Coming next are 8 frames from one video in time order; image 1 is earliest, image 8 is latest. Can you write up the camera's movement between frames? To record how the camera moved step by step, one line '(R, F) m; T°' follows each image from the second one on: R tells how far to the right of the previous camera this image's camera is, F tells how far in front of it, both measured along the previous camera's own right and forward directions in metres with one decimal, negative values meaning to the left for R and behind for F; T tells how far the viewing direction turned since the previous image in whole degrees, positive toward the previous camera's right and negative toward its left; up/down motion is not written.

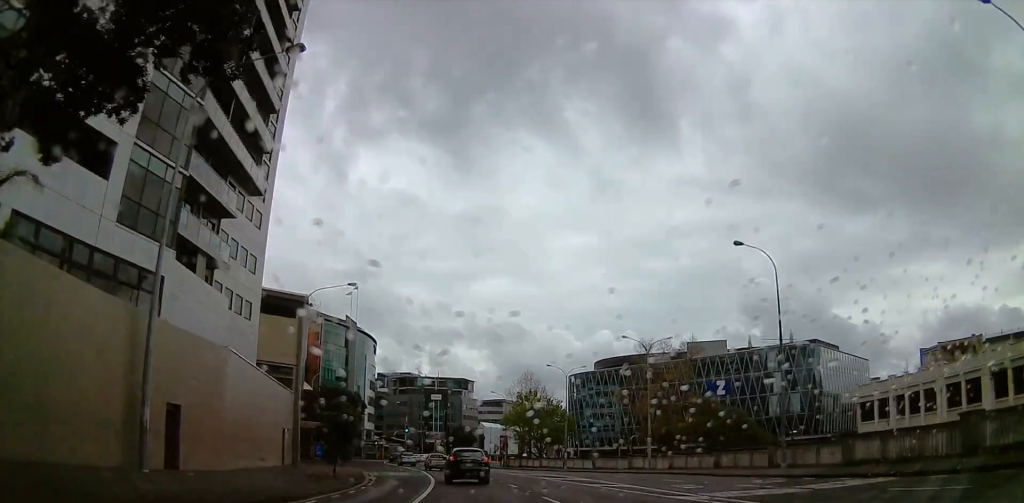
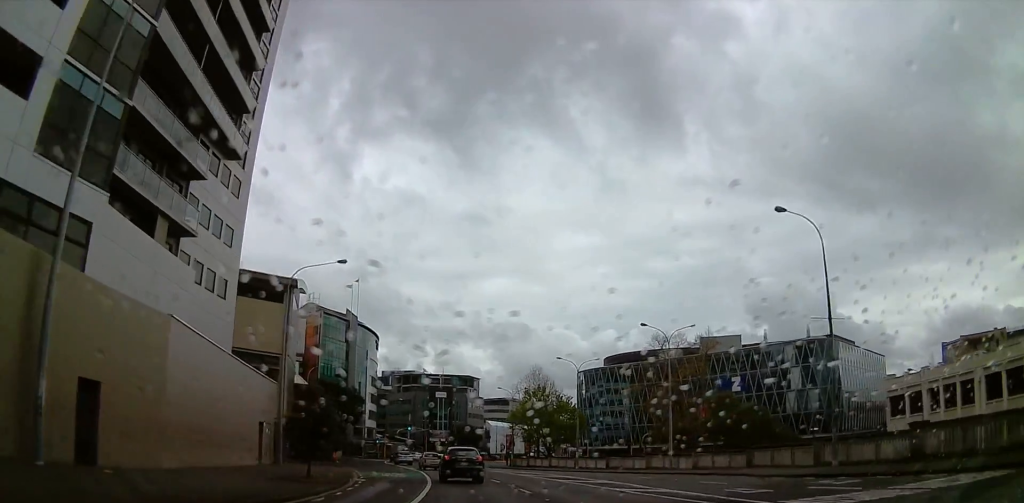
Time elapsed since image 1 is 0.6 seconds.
(+0.2, +5.0) m; -1°
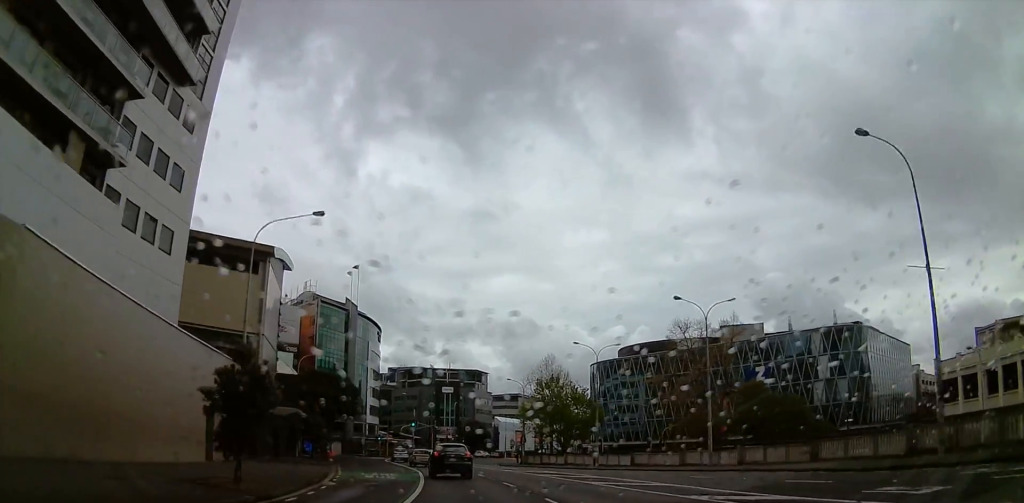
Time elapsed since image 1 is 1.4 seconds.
(-0.2, +6.9) m; -3°
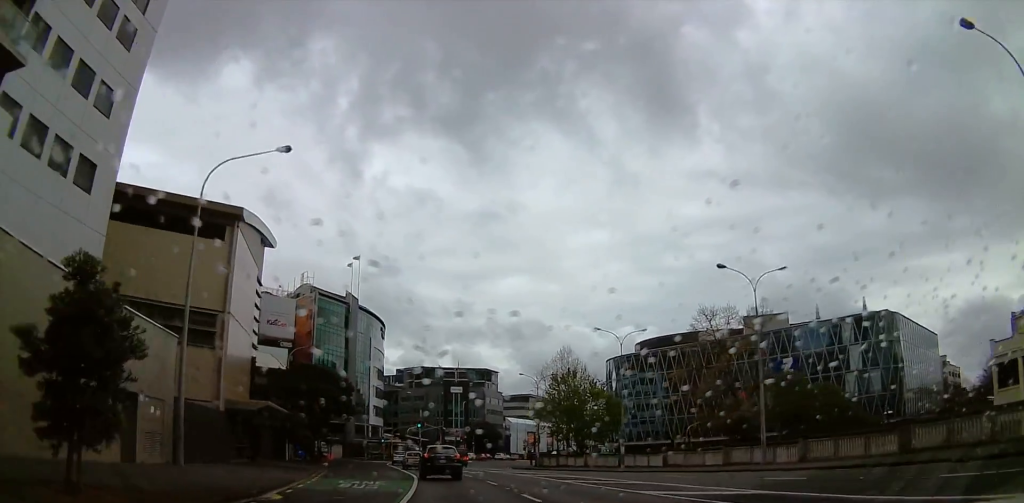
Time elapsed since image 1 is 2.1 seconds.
(-0.2, +6.7) m; -3°
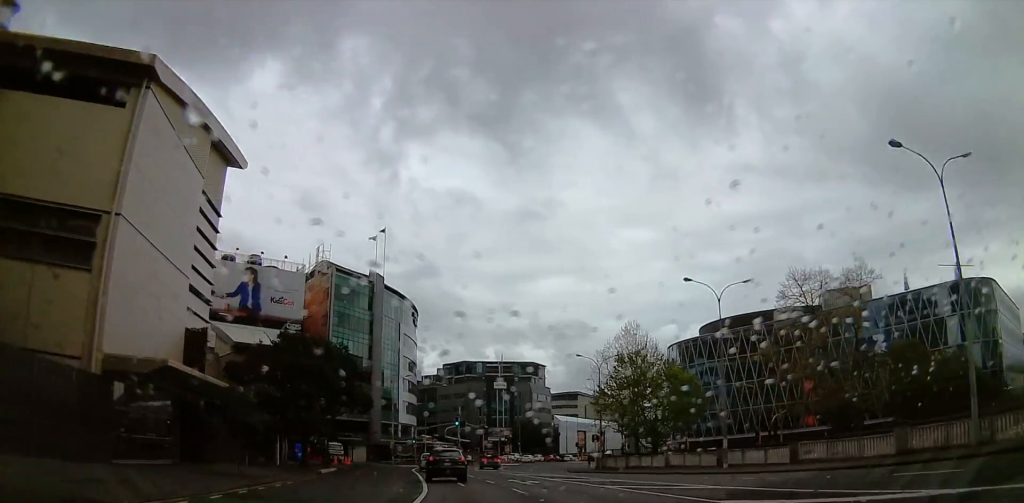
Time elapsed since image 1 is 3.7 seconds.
(-0.4, +15.4) m; -3°
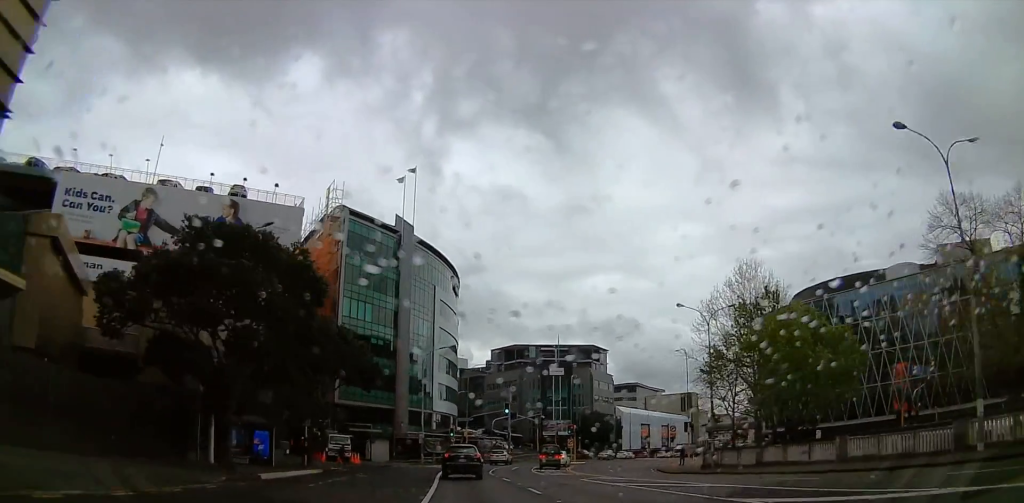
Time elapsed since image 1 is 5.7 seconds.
(-0.4, +20.0) m; 0°
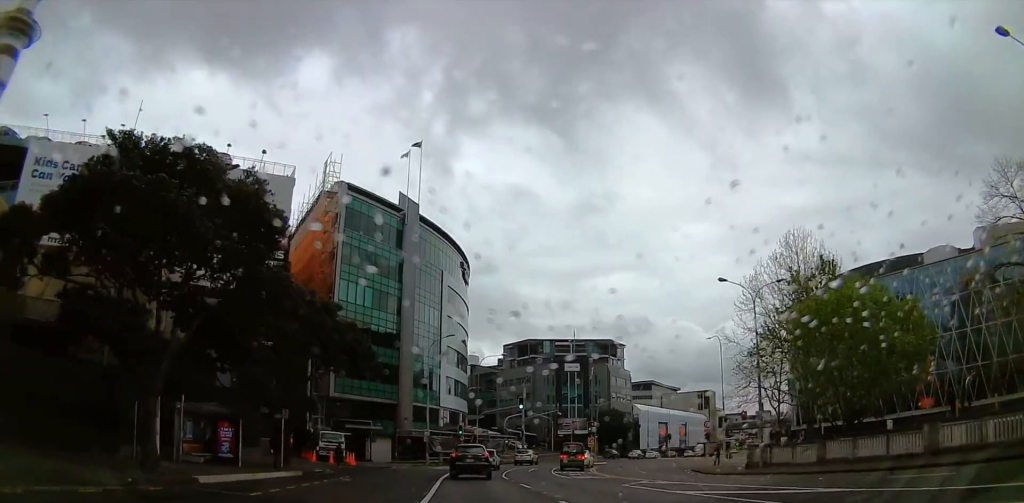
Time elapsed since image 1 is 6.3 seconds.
(+0.1, +7.0) m; -1°
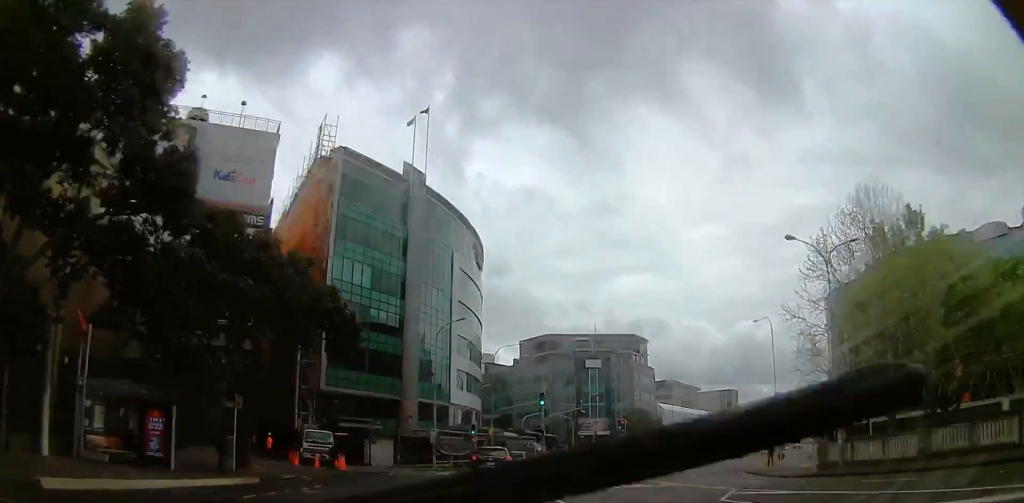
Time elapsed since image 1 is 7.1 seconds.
(0.0, +8.3) m; -3°
